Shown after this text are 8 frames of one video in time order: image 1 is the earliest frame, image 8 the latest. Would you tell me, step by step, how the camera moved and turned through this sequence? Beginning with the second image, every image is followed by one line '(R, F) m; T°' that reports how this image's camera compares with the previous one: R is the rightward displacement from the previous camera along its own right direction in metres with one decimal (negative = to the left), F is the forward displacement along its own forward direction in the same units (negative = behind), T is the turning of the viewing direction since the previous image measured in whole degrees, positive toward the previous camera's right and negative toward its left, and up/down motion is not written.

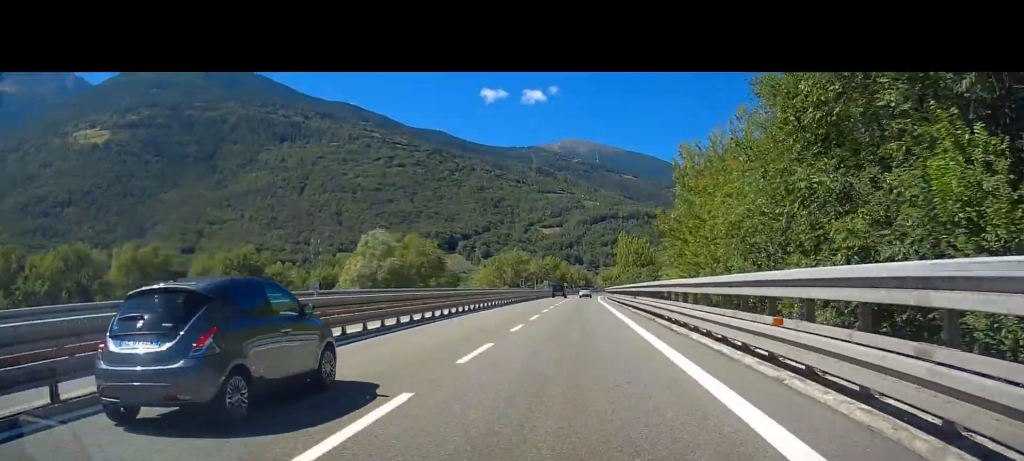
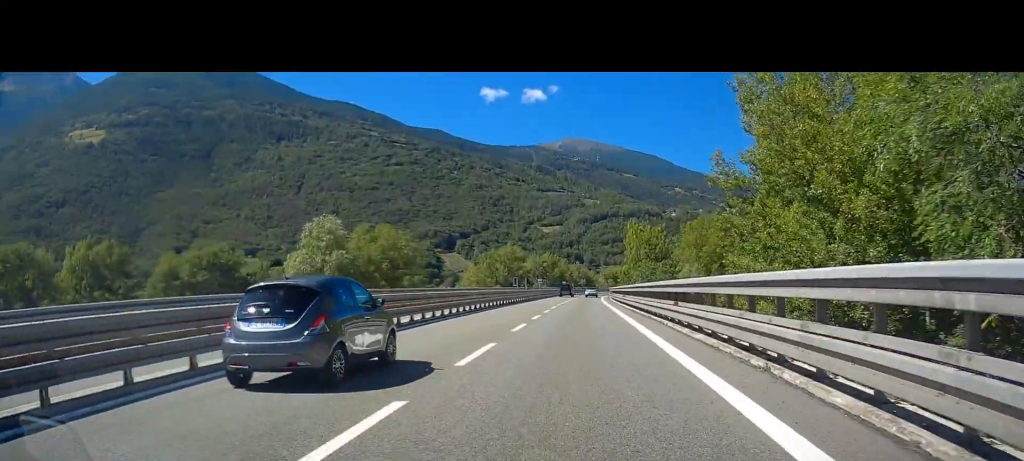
(0.0, +11.6) m; 0°
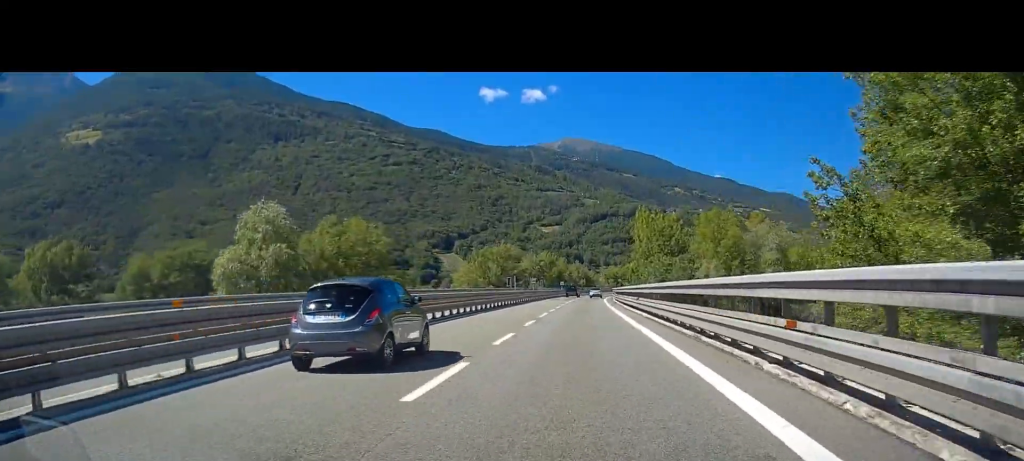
(0.0, +9.6) m; 0°
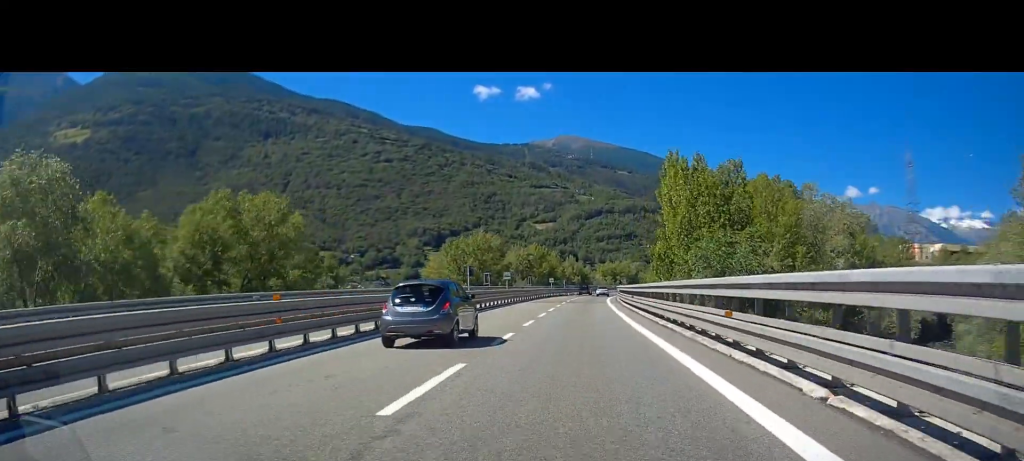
(+0.1, +20.4) m; 0°
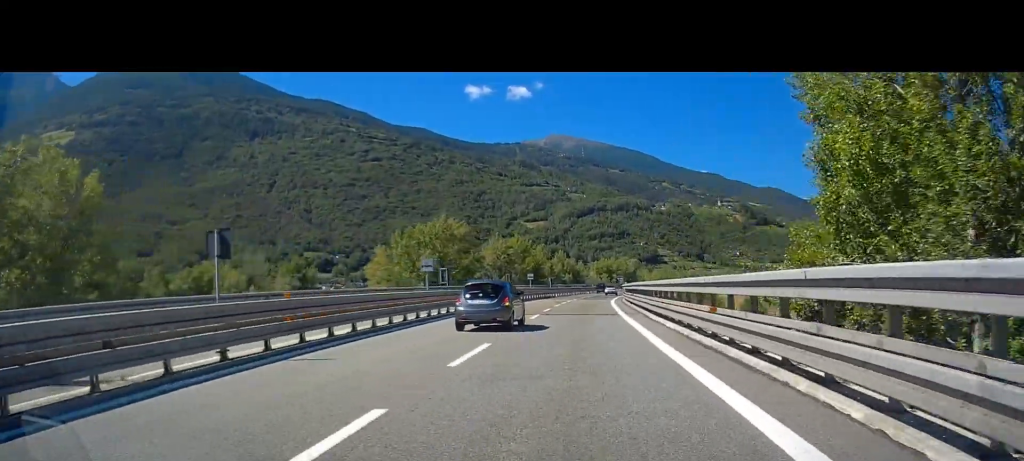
(+0.1, +25.4) m; +1°
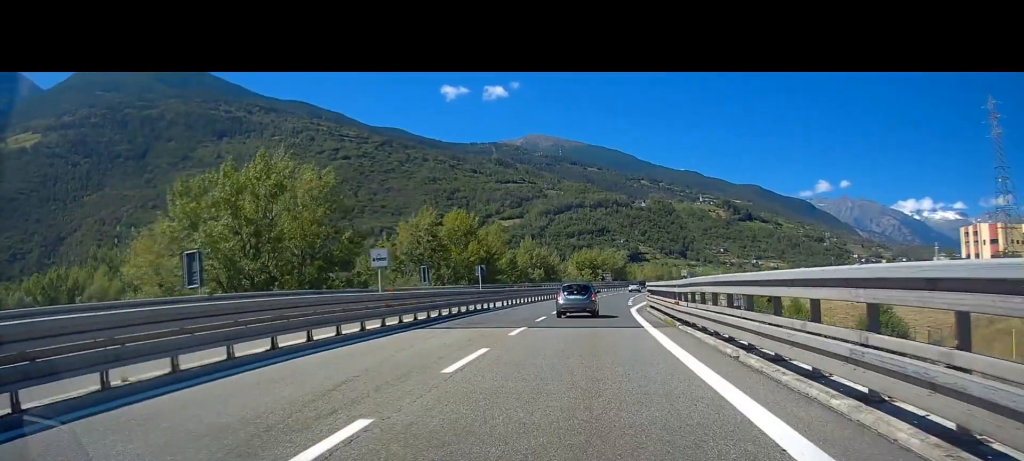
(+0.6, +46.9) m; +2°
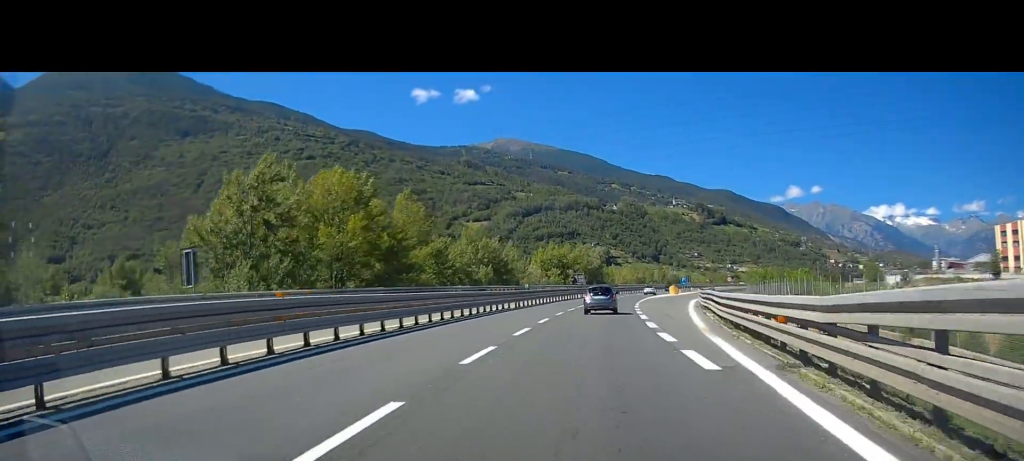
(+0.8, +35.8) m; +3°
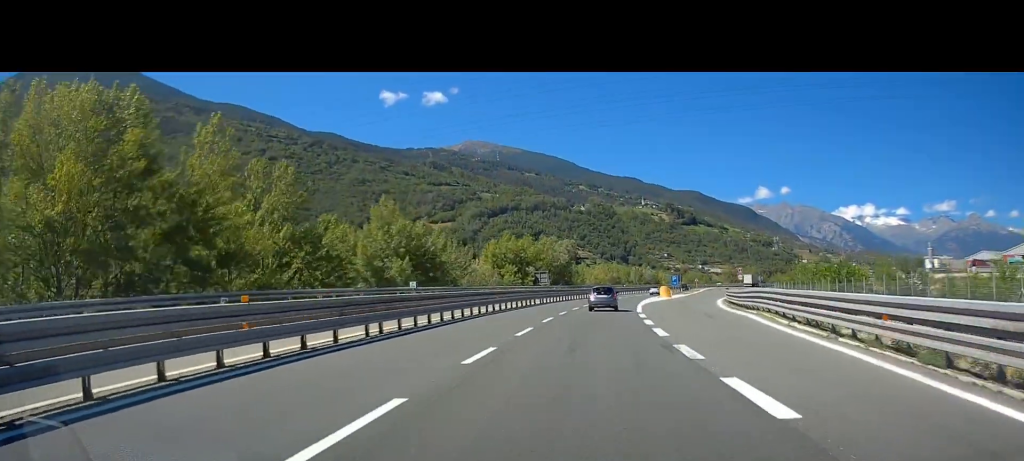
(+0.6, +28.1) m; +3°
